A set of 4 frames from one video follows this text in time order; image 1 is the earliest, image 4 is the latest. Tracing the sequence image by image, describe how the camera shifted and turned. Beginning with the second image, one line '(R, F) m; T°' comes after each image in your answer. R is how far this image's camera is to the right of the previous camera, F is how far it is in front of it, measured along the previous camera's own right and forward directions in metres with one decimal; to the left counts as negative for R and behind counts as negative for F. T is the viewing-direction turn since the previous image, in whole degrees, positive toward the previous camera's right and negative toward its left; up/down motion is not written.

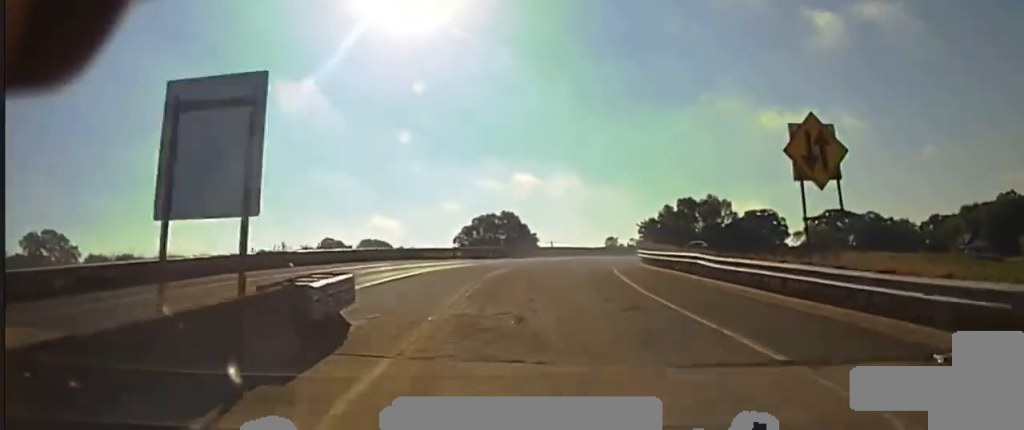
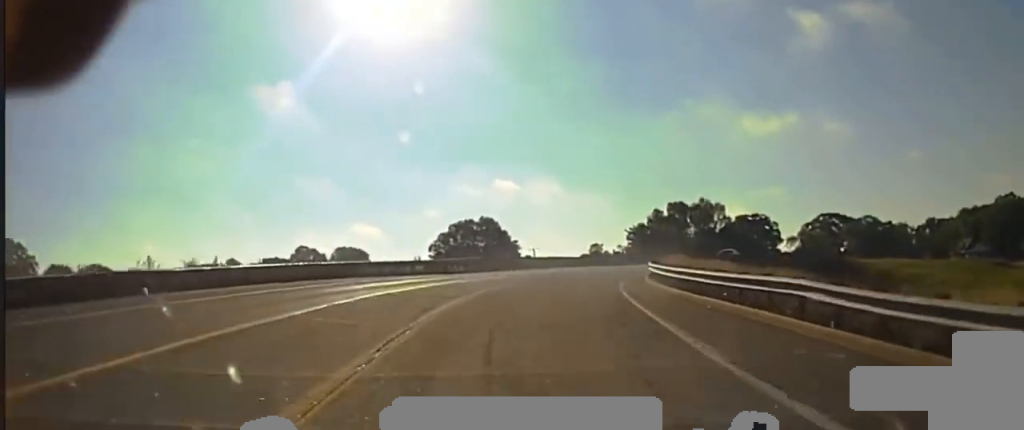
(+0.2, +11.5) m; +2°
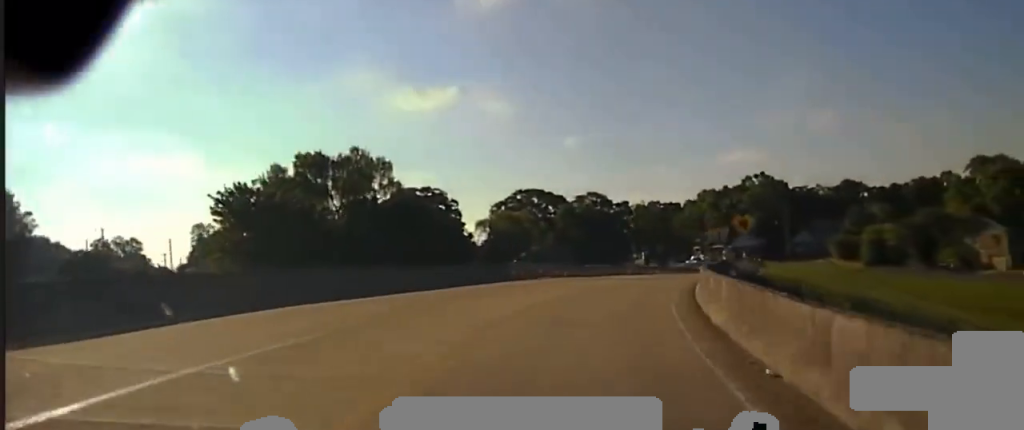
(+14.3, +82.4) m; +23°
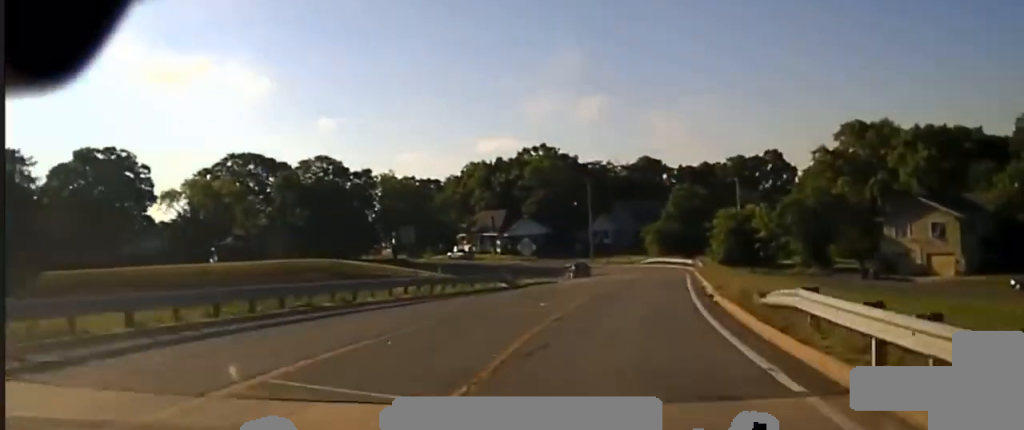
(+7.4, +45.4) m; +15°
